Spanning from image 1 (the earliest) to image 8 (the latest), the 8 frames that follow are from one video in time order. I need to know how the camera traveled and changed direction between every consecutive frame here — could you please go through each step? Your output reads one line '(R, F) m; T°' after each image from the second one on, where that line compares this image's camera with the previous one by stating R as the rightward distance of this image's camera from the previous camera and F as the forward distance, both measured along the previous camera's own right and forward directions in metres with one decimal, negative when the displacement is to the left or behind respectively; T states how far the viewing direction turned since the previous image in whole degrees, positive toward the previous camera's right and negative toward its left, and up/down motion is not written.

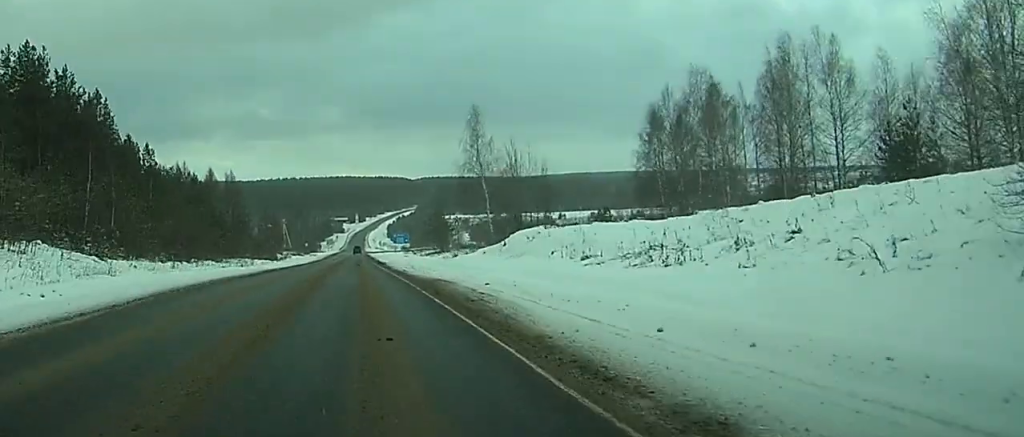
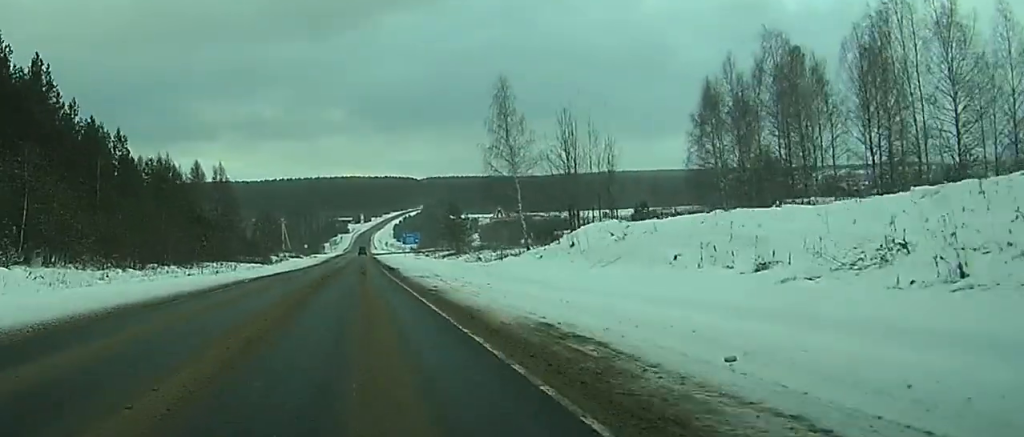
(0.0, +20.0) m; 0°
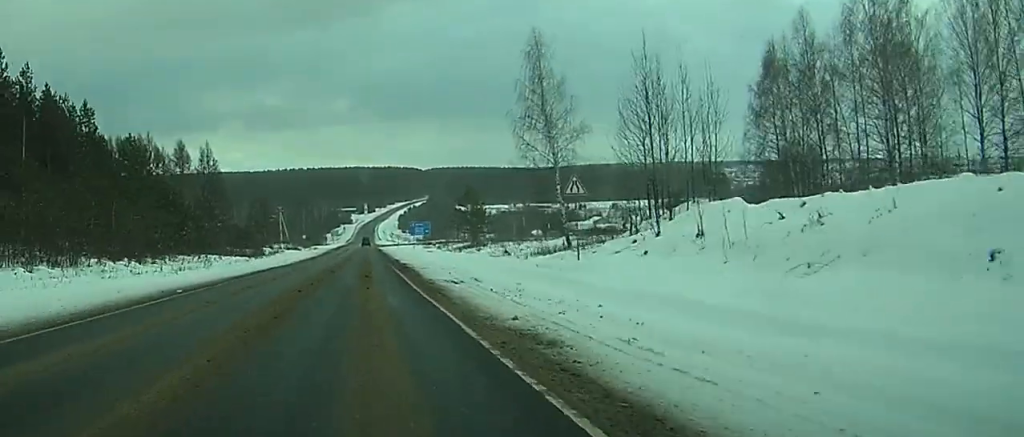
(0.0, +16.9) m; 0°
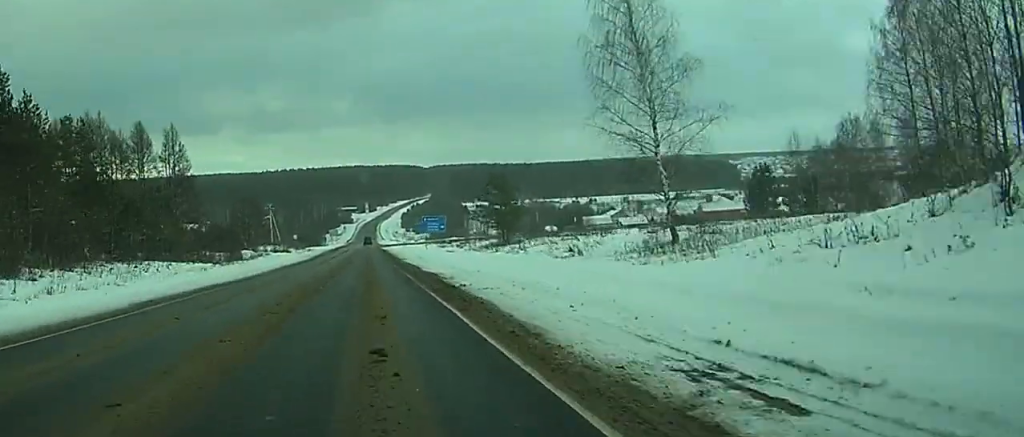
(-0.1, +25.8) m; 0°
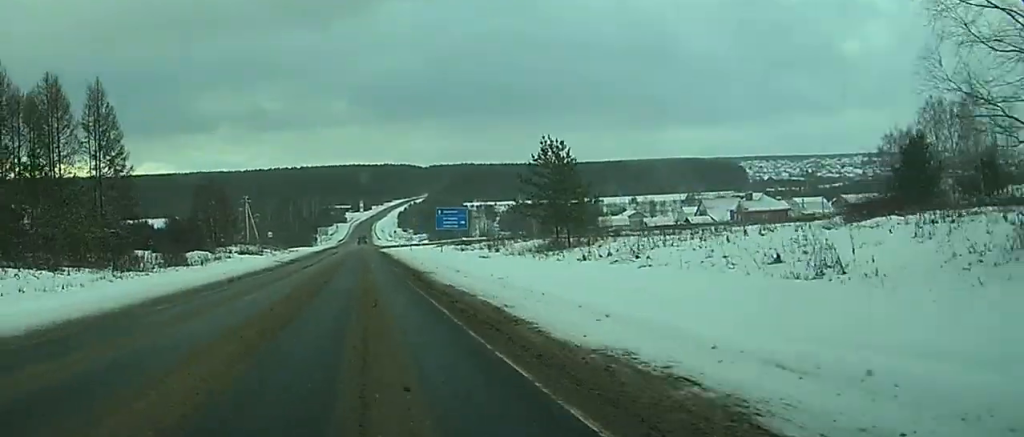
(+0.2, +29.9) m; 0°
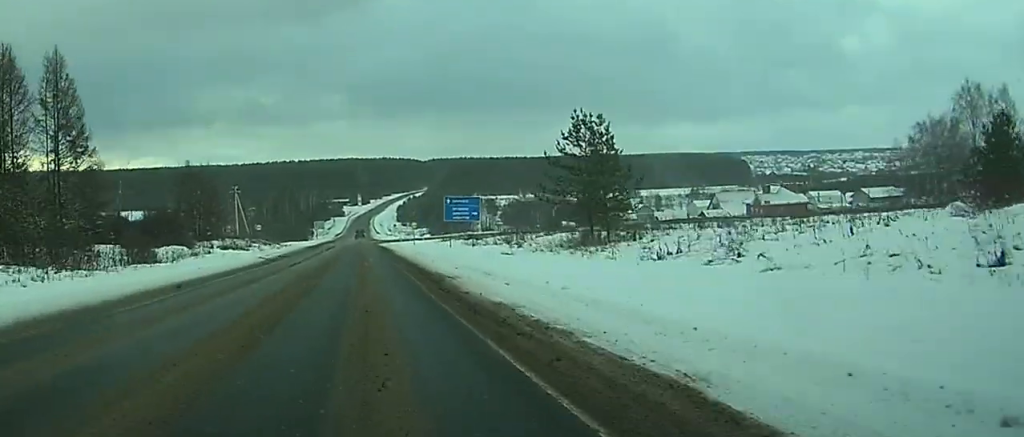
(0.0, +10.8) m; 0°
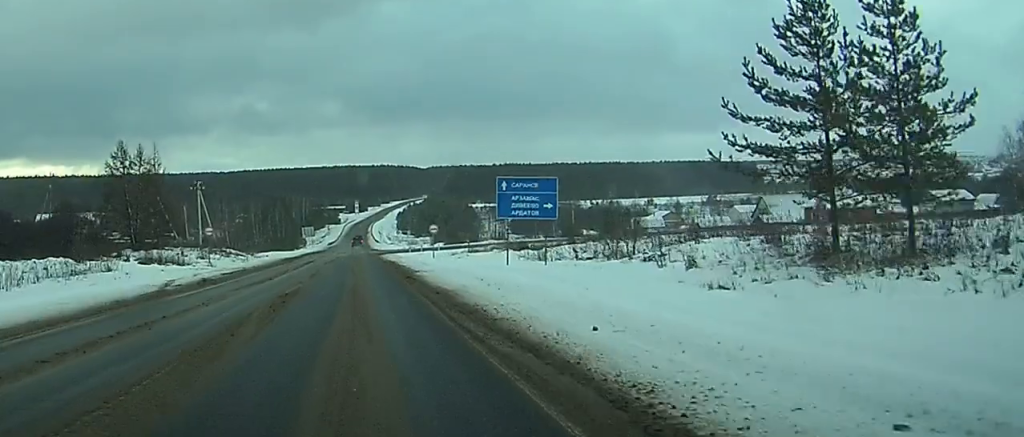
(0.0, +30.7) m; 0°
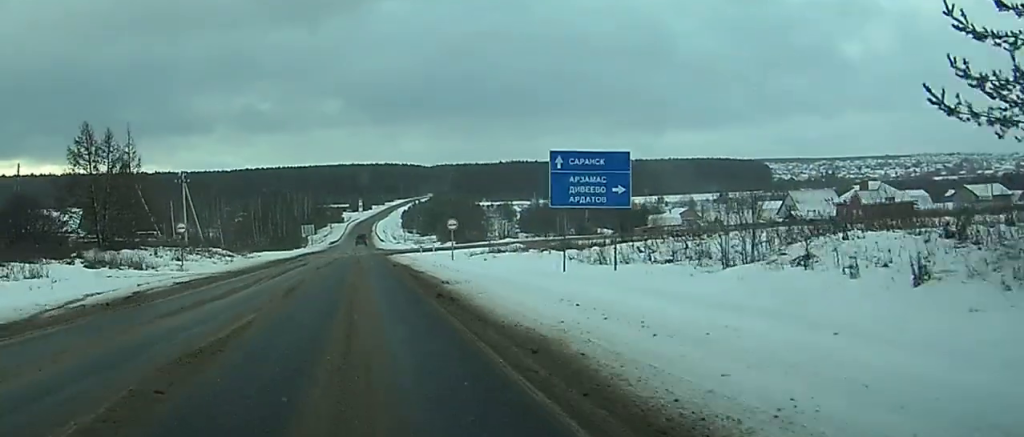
(0.0, +11.8) m; 0°
